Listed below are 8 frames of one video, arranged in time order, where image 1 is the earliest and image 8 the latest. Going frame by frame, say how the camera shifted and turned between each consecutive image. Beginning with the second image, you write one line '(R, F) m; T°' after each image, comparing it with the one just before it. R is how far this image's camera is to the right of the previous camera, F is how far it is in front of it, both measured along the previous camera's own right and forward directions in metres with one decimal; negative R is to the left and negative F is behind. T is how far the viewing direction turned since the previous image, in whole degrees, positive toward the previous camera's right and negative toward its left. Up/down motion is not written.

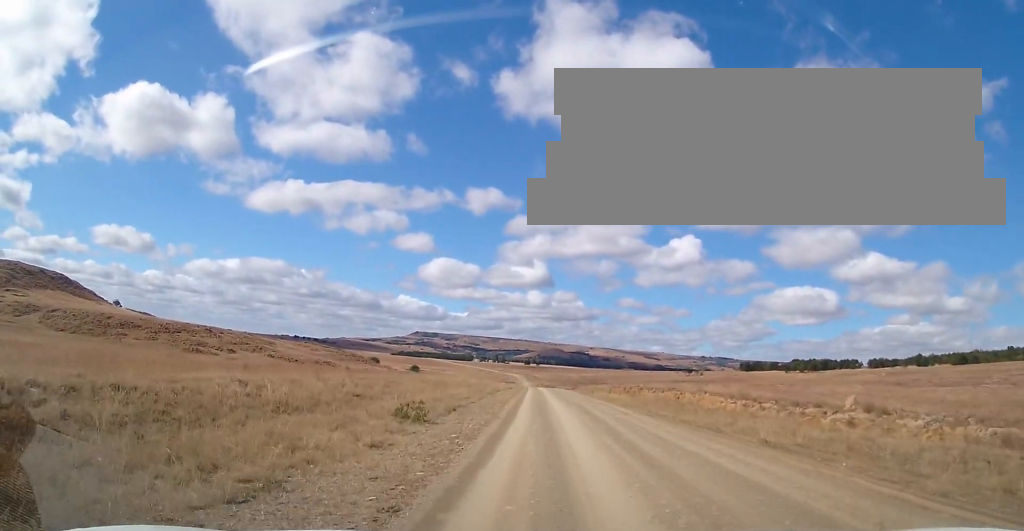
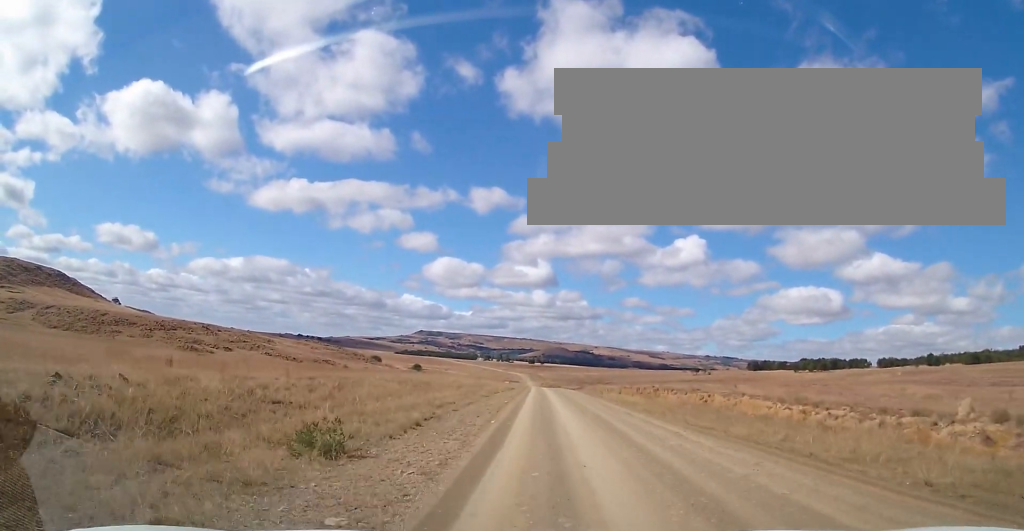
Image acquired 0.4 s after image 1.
(+0.1, +8.2) m; -1°
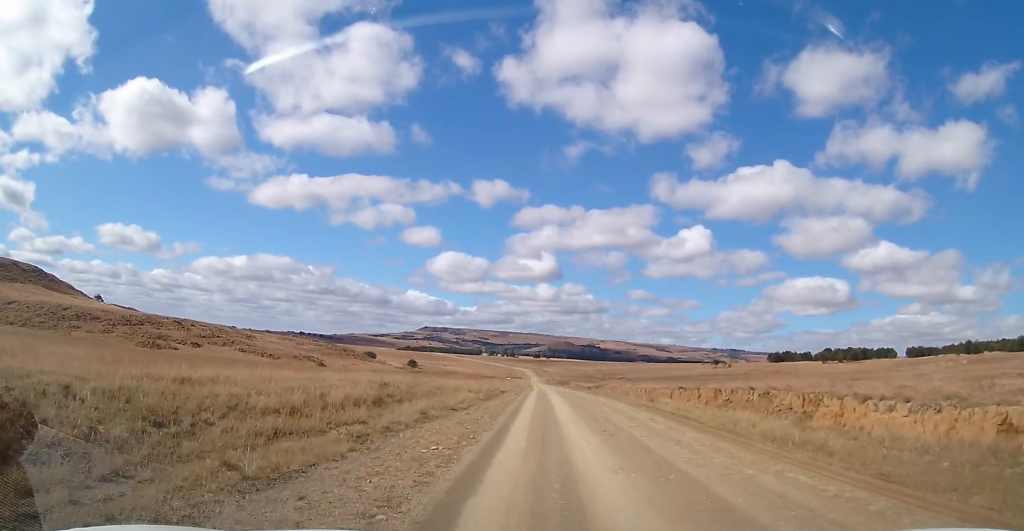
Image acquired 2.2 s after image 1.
(-1.1, +34.5) m; -2°
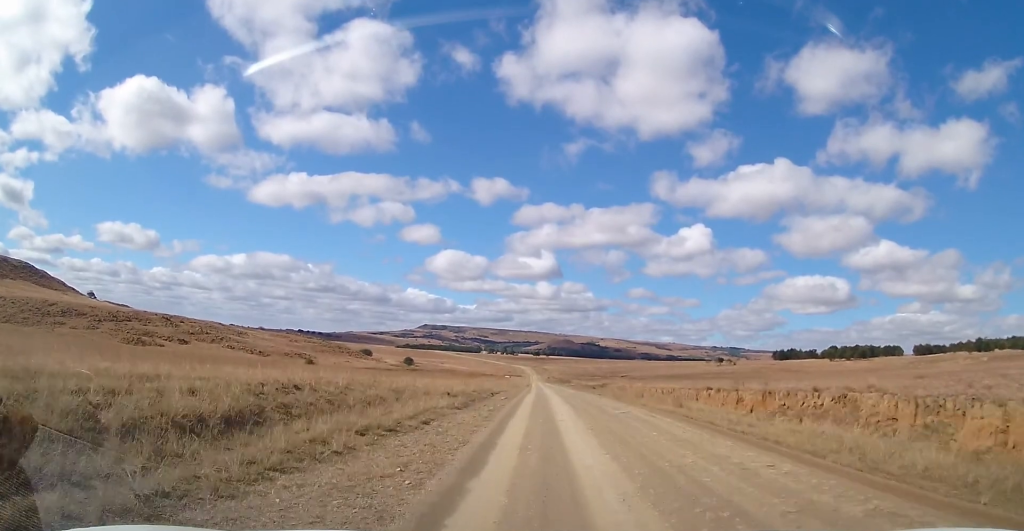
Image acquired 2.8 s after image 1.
(-0.1, +10.4) m; +1°
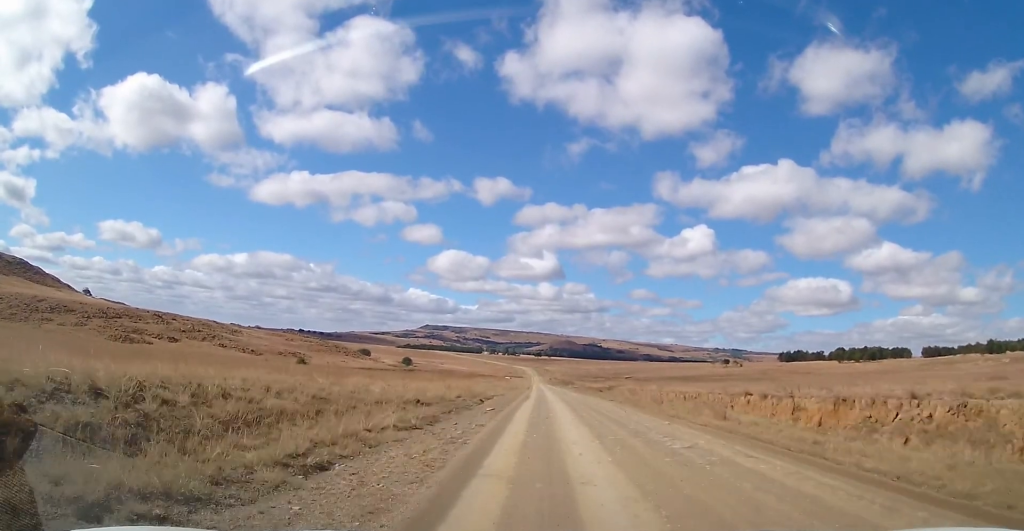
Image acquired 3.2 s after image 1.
(+0.2, +9.2) m; 0°
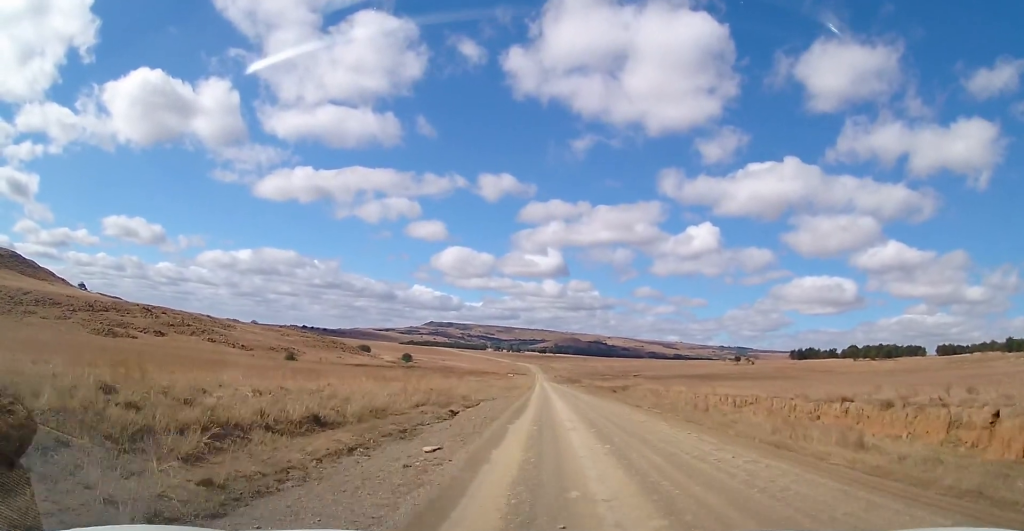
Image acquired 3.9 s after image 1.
(+0.3, +13.2) m; 0°
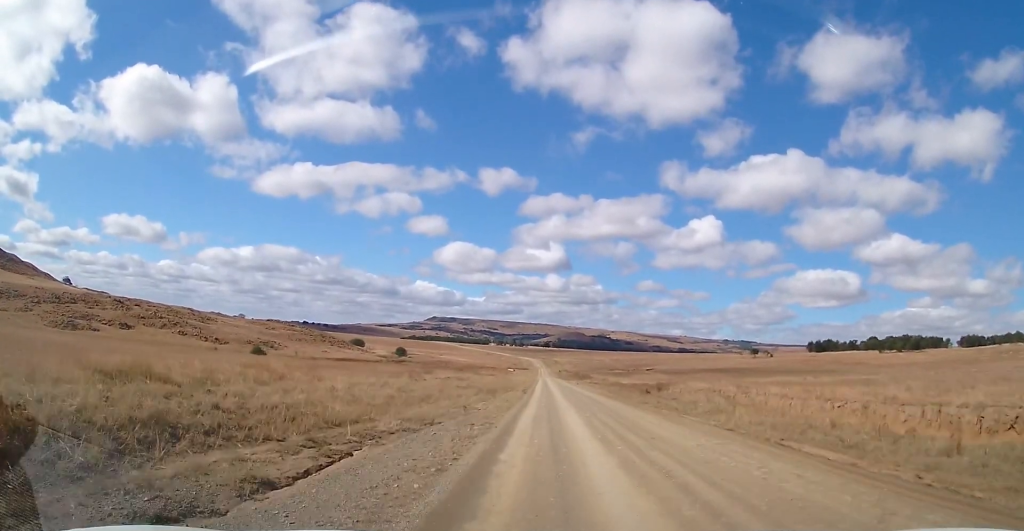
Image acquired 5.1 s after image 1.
(-0.6, +24.5) m; -2°
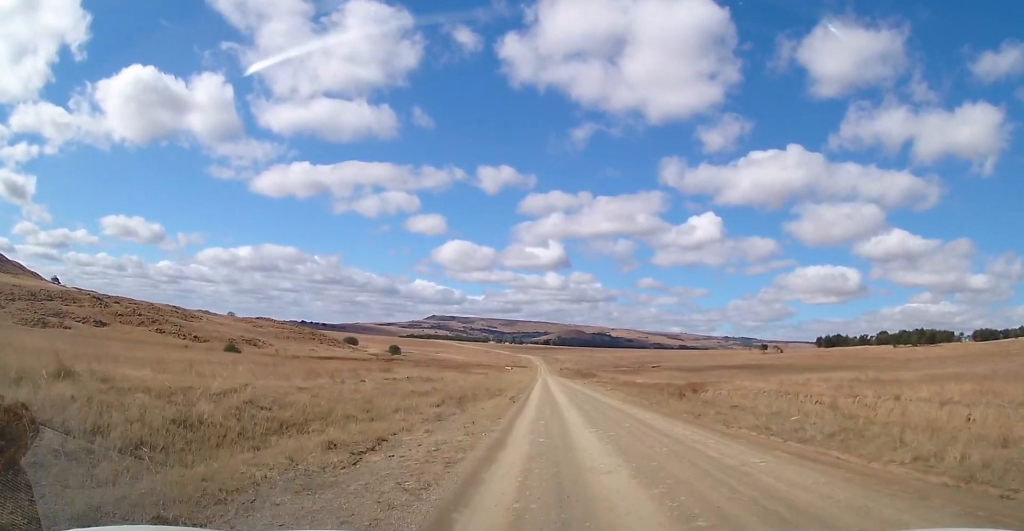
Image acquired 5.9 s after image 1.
(0.0, +14.6) m; 0°
